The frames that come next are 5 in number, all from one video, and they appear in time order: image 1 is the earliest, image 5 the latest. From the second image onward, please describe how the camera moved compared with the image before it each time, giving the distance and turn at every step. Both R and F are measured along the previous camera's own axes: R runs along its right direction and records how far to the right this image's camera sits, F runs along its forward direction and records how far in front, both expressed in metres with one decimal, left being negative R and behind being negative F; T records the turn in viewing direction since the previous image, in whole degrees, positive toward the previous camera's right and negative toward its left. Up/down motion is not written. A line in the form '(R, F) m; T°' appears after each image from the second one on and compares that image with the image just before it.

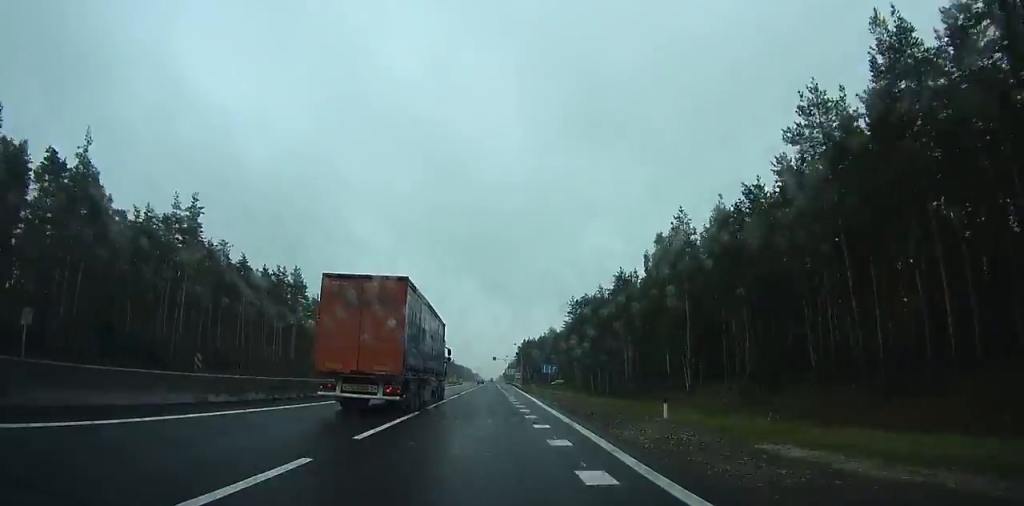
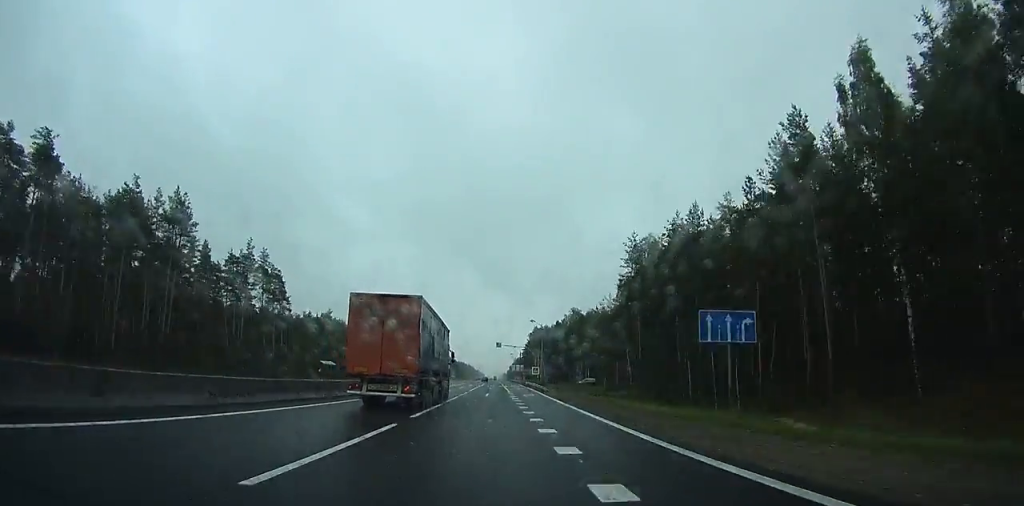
(-0.1, +52.8) m; 0°
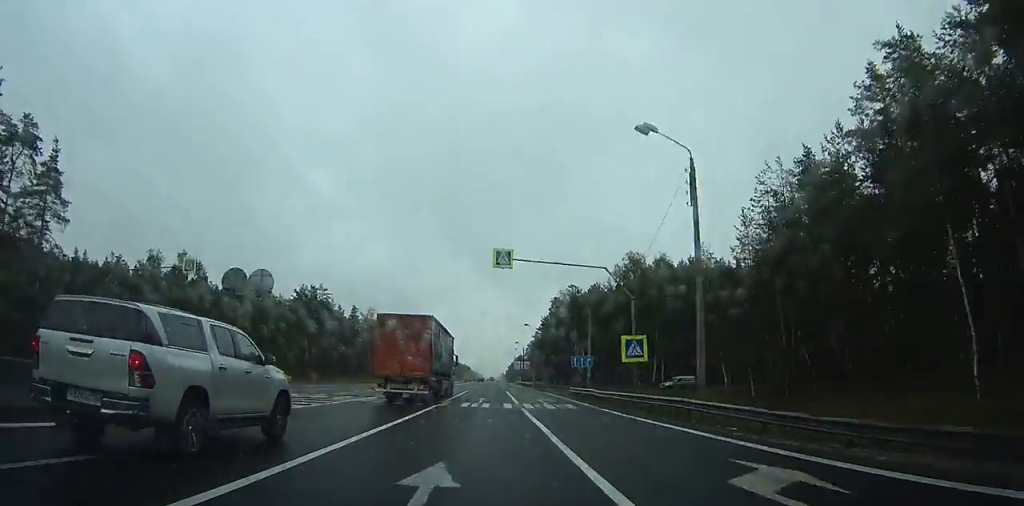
(+0.3, +69.7) m; 0°
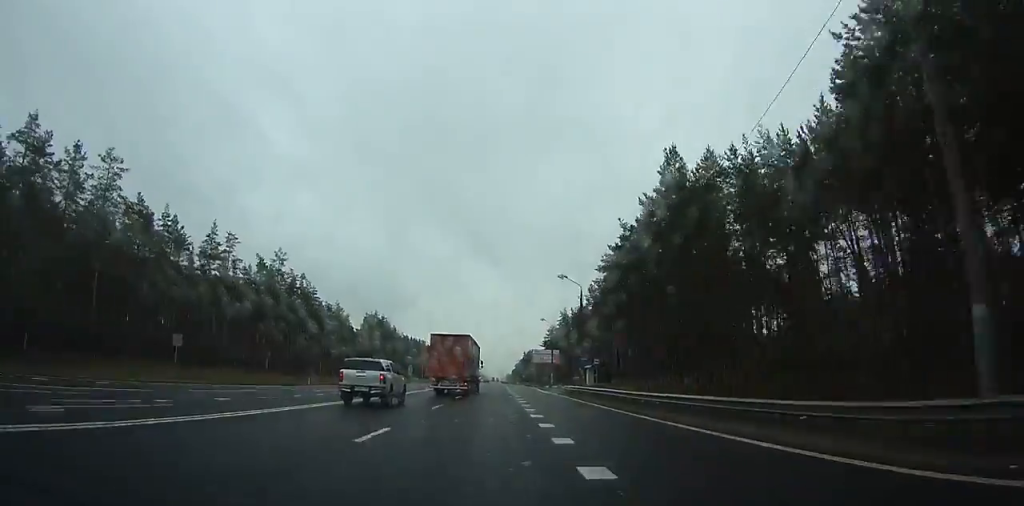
(-0.2, +91.8) m; 0°
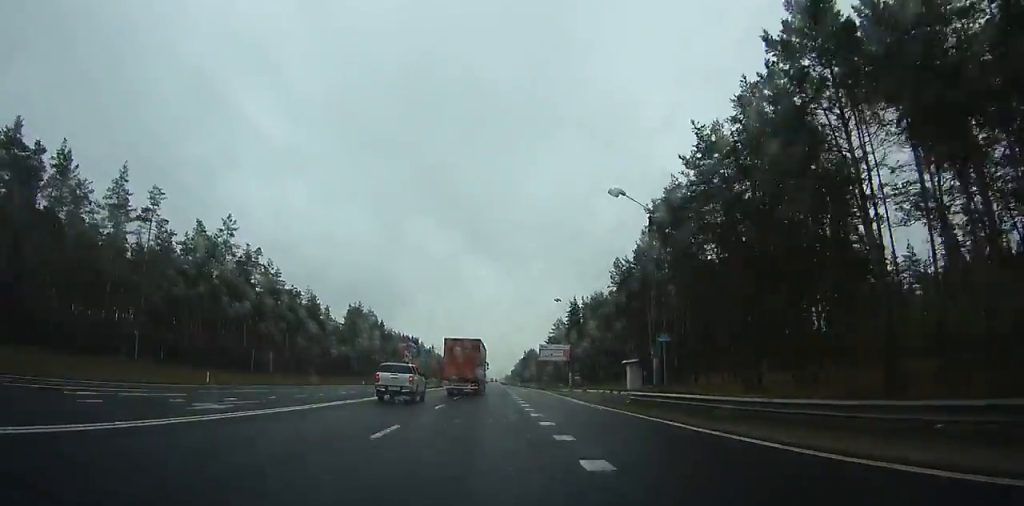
(0.0, +23.2) m; 0°
